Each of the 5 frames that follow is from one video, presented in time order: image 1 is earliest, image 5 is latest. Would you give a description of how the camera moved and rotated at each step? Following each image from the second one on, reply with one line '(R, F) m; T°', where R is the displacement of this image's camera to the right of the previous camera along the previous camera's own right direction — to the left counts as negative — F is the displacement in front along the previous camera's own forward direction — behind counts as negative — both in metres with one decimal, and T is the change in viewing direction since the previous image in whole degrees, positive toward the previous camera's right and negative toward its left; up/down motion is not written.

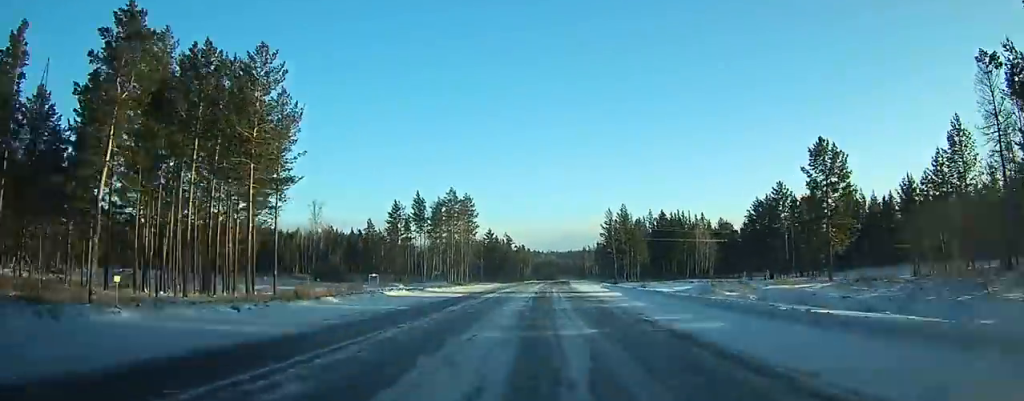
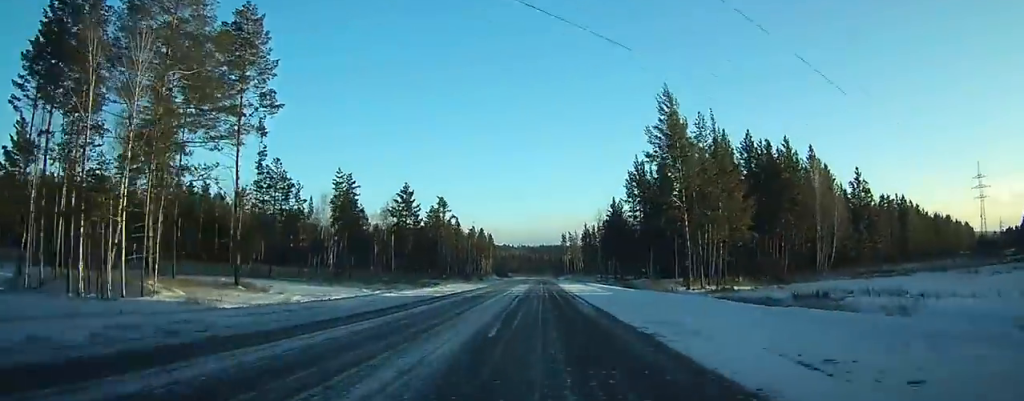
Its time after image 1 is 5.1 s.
(+2.2, +112.8) m; +2°
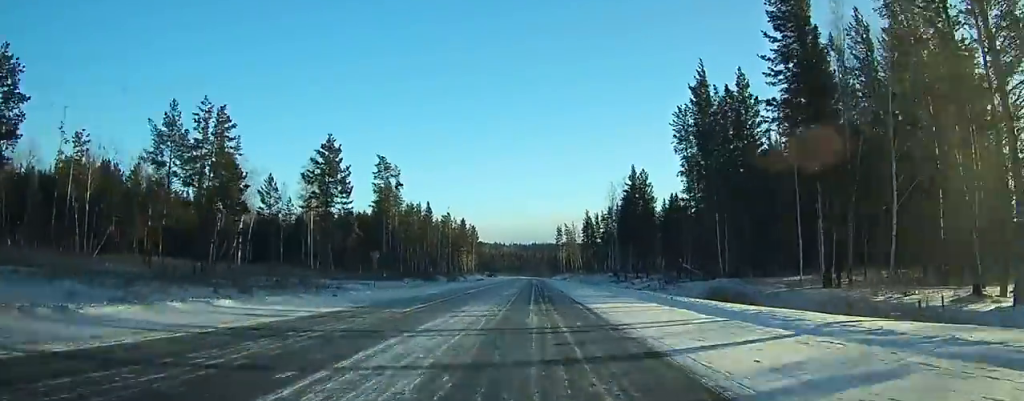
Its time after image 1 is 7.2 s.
(+0.3, +49.0) m; +1°
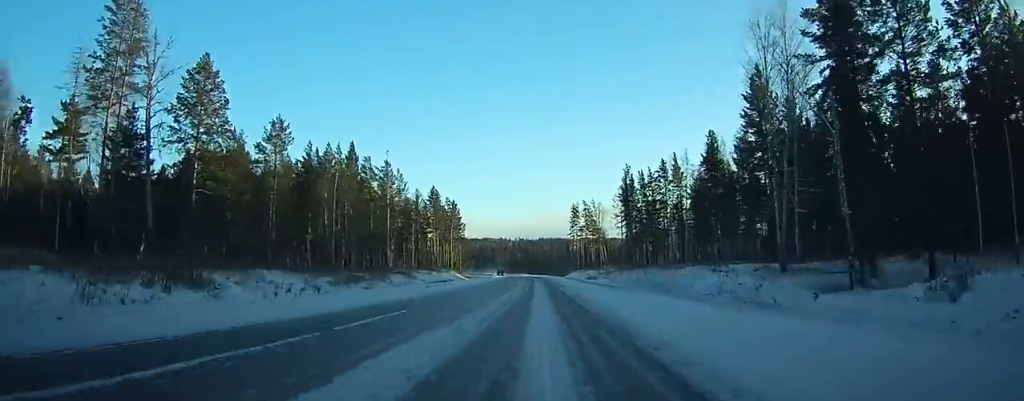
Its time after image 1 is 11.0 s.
(+0.3, +90.4) m; 0°
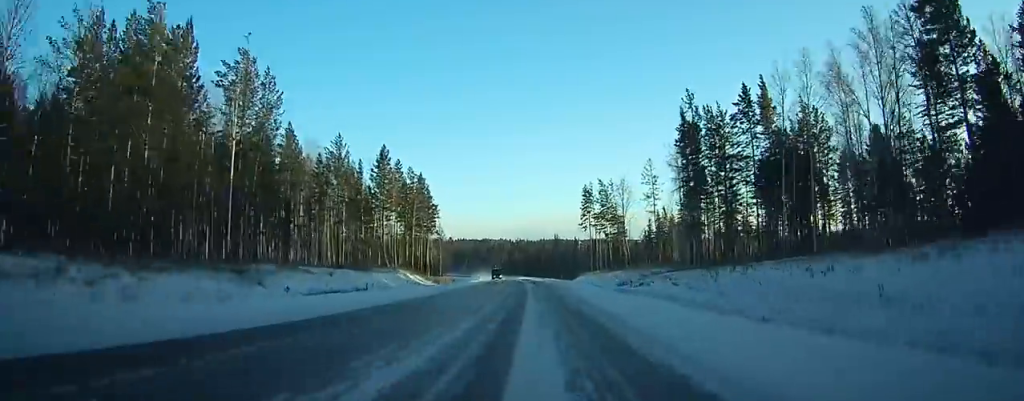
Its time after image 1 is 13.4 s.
(0.0, +55.3) m; 0°
